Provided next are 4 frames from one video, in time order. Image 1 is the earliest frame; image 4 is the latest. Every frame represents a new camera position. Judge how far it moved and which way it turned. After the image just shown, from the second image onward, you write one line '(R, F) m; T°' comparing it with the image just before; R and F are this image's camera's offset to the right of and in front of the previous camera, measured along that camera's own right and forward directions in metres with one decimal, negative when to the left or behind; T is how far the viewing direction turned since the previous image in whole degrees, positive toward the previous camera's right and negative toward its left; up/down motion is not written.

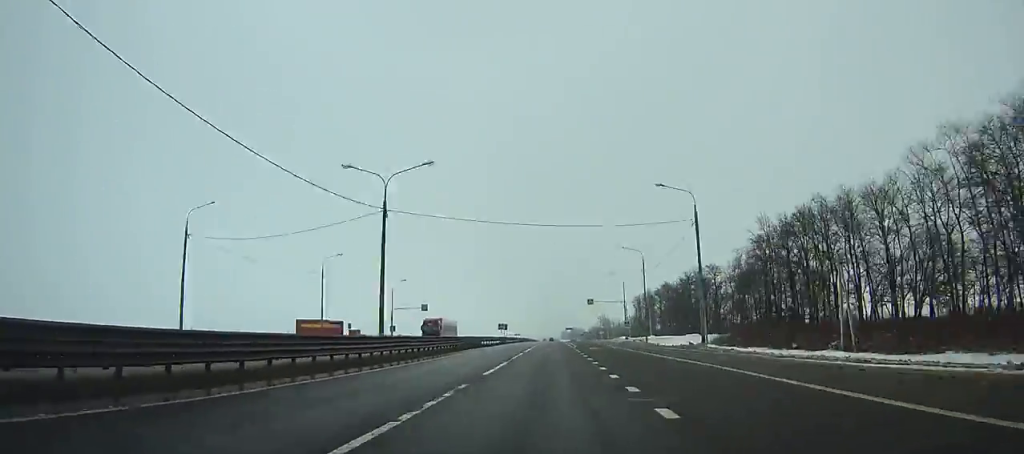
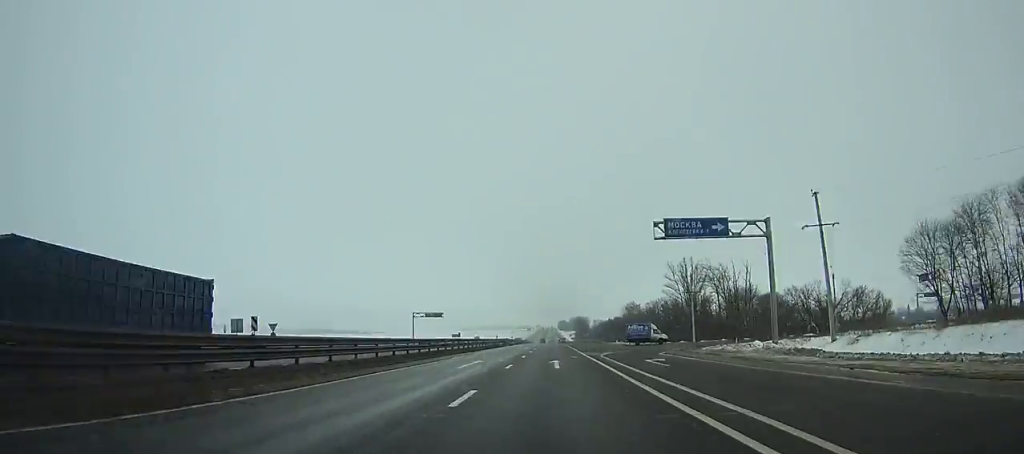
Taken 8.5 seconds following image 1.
(+1.1, +260.6) m; +1°
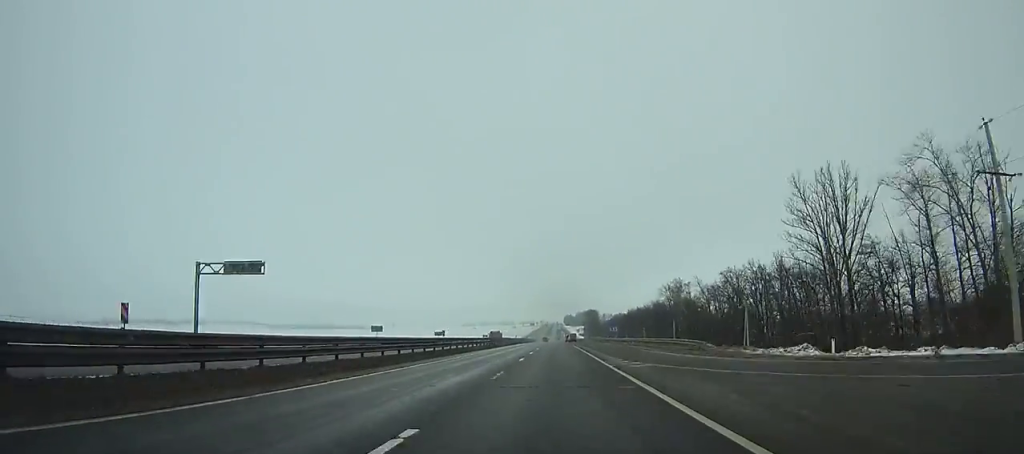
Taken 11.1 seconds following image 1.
(-0.2, +78.1) m; 0°
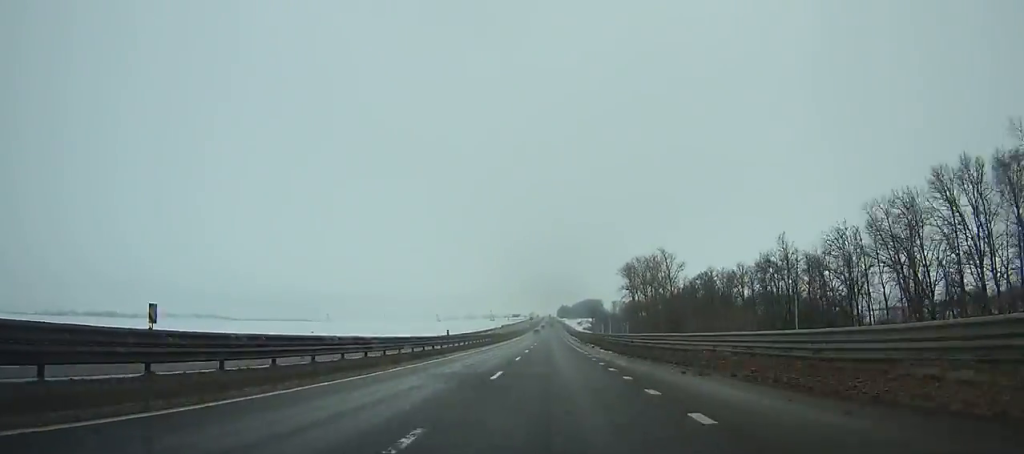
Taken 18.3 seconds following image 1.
(+0.6, +216.1) m; 0°
